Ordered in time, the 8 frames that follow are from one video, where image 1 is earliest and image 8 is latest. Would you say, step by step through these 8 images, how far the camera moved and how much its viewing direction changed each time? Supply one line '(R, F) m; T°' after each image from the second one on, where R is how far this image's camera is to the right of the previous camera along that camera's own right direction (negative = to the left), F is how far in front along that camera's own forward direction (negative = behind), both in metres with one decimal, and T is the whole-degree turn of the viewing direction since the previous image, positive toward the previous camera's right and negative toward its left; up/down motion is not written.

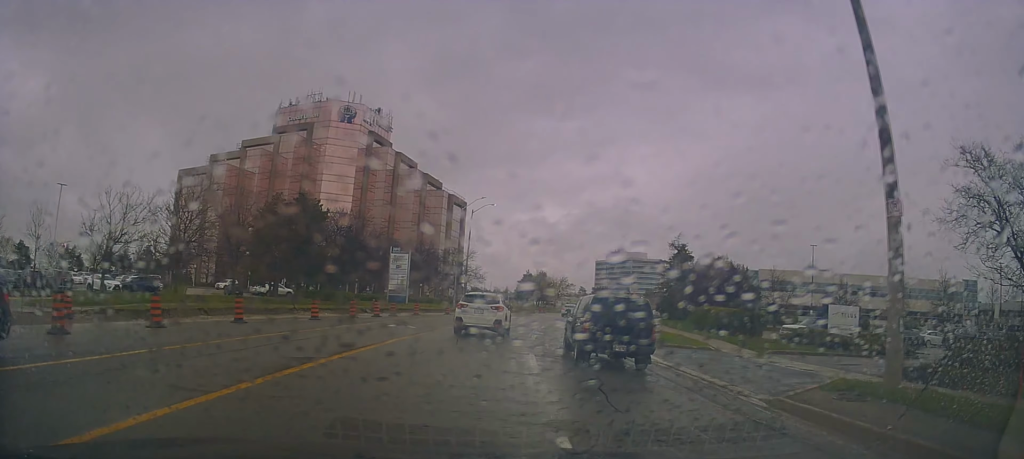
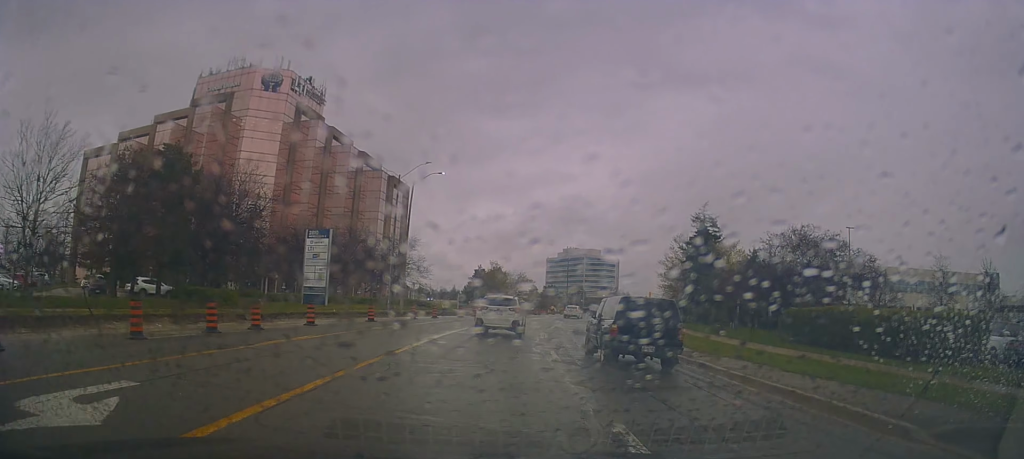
(+0.6, +18.2) m; +3°
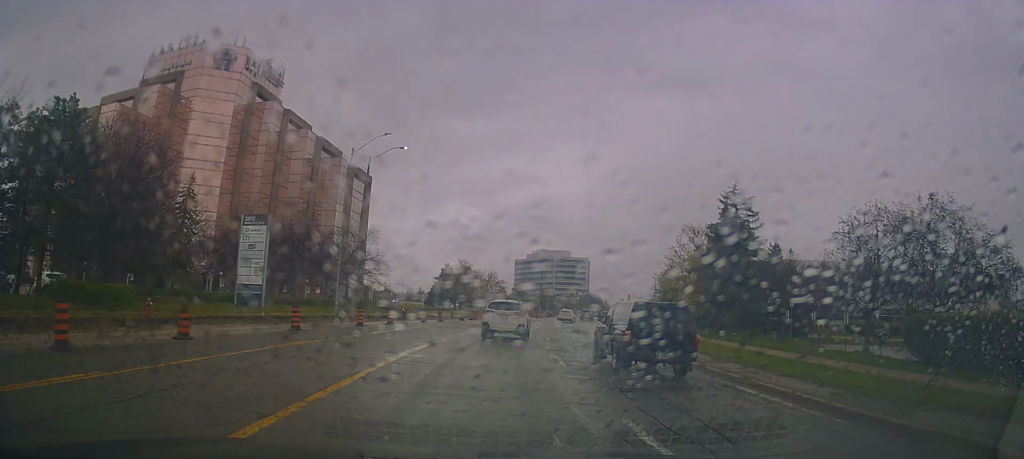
(0.0, +9.5) m; +3°
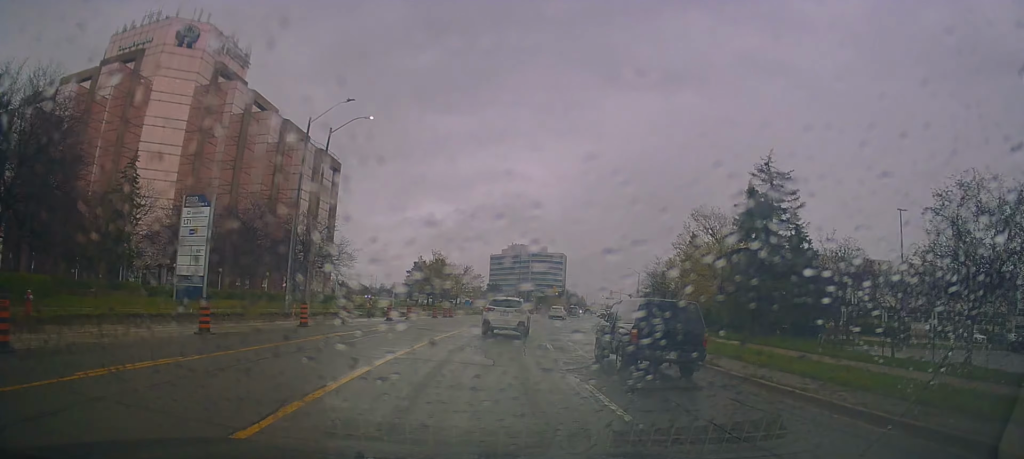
(+0.1, +6.8) m; +3°
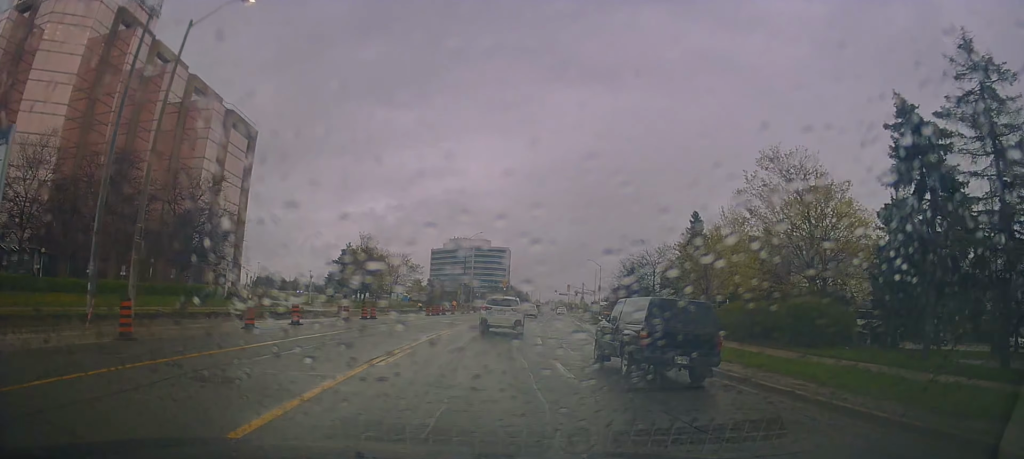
(+1.1, +16.0) m; +6°
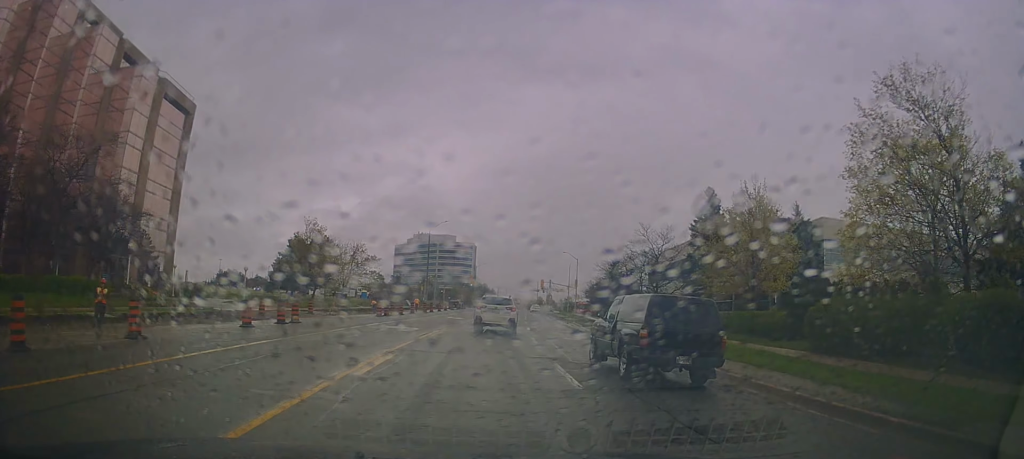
(+0.2, +10.9) m; +2°
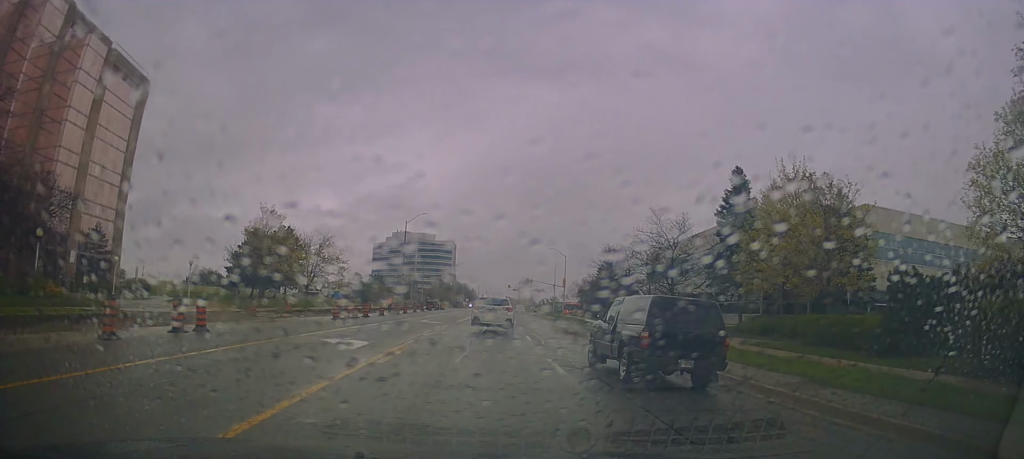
(+0.1, +8.5) m; +3°
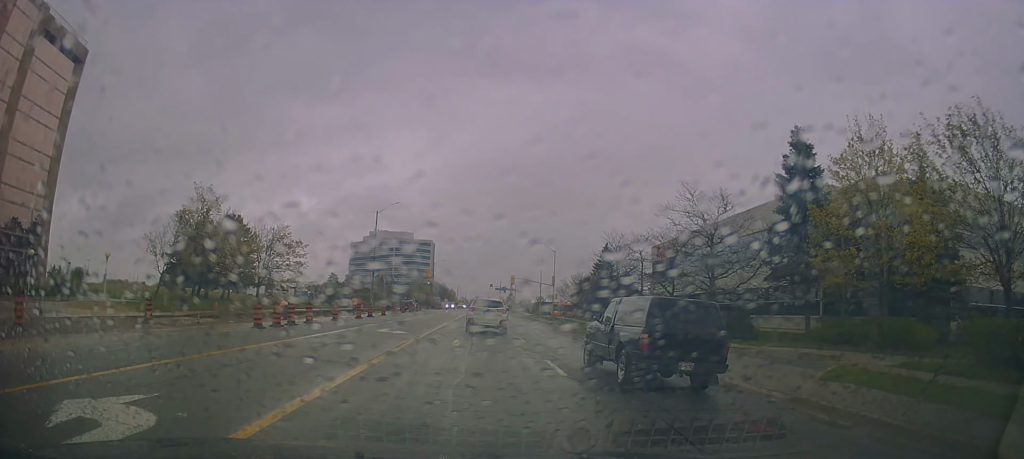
(+0.1, +10.2) m; +3°
